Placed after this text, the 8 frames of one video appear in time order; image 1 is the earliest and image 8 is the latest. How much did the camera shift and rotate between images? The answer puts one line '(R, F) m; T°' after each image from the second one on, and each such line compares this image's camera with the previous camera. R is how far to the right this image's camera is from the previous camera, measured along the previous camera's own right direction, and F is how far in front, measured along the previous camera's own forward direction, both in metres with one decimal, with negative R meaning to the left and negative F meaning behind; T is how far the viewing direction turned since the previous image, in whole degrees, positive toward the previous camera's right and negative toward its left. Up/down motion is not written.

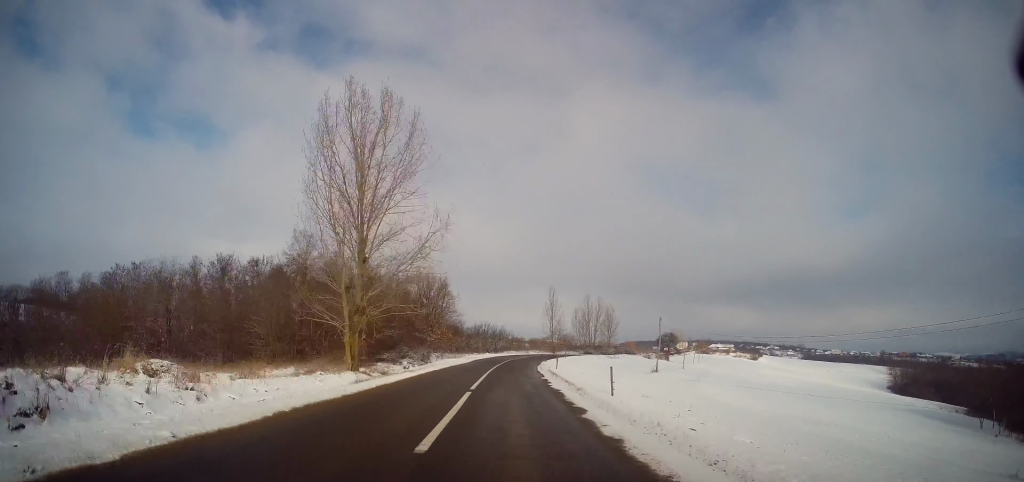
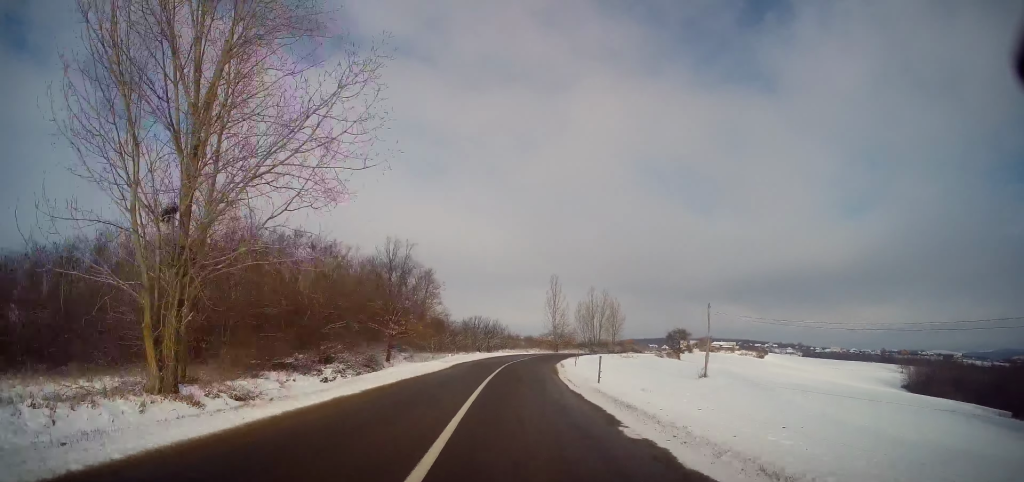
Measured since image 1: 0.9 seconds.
(+0.1, +16.9) m; +2°
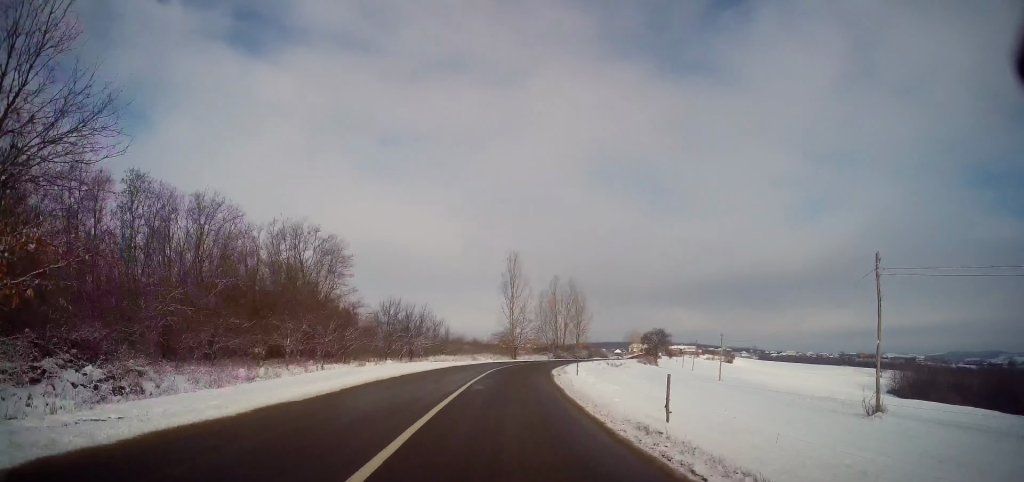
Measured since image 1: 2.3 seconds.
(+1.1, +28.5) m; +4°
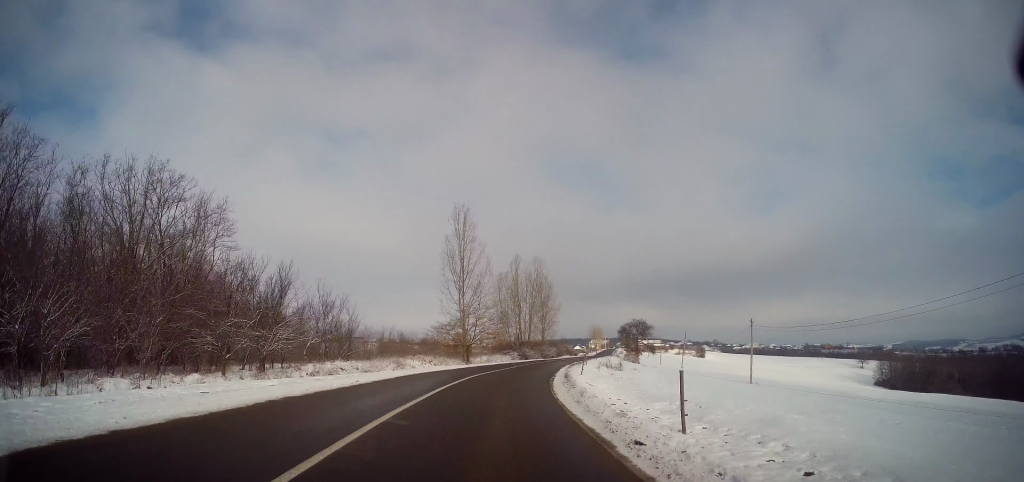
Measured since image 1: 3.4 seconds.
(+0.6, +21.5) m; +4°
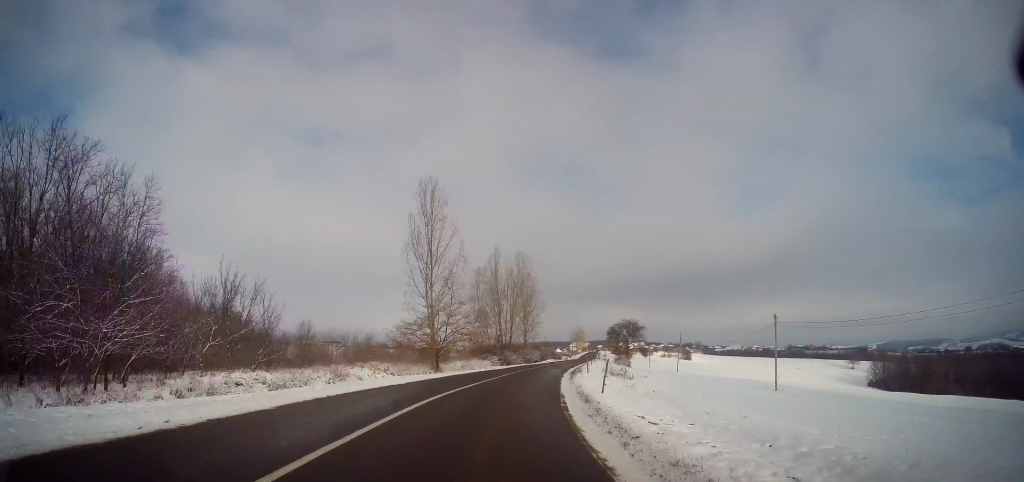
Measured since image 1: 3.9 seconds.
(+0.2, +9.2) m; +2°
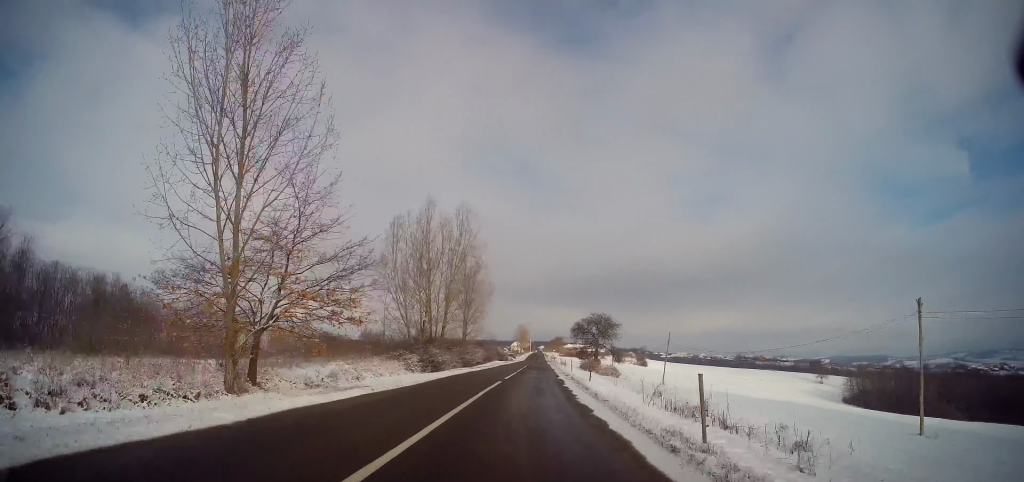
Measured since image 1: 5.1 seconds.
(+1.1, +23.8) m; +6°
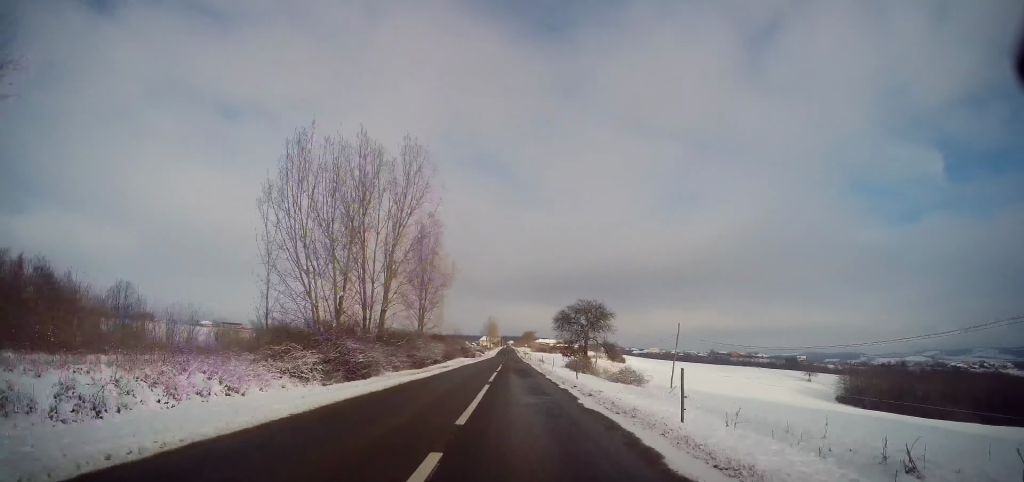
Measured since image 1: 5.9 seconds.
(+0.9, +16.0) m; +4°
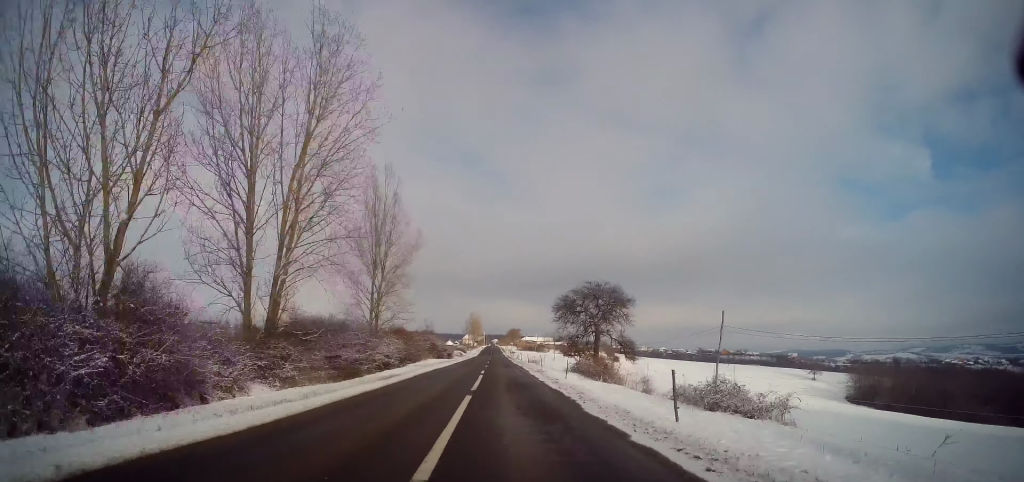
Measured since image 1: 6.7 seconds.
(+0.4, +16.0) m; +2°
